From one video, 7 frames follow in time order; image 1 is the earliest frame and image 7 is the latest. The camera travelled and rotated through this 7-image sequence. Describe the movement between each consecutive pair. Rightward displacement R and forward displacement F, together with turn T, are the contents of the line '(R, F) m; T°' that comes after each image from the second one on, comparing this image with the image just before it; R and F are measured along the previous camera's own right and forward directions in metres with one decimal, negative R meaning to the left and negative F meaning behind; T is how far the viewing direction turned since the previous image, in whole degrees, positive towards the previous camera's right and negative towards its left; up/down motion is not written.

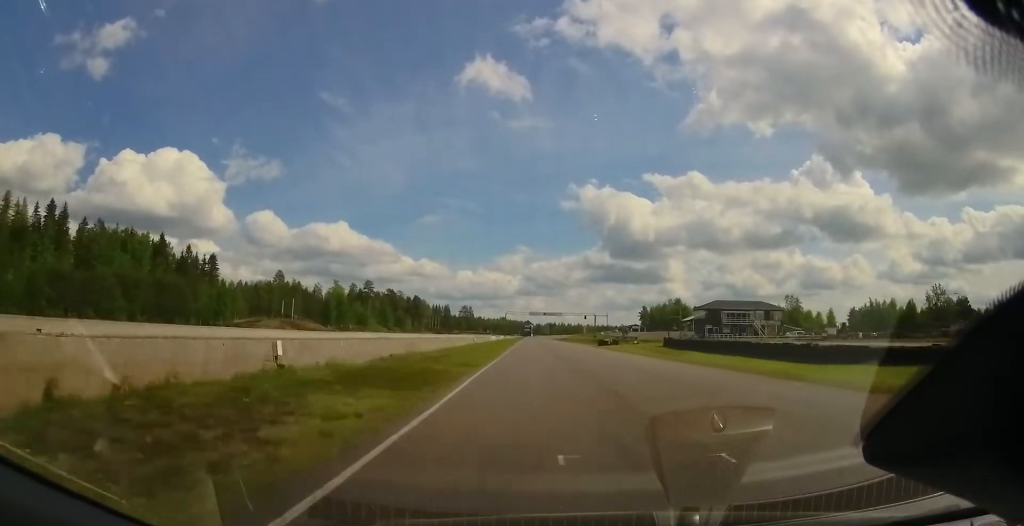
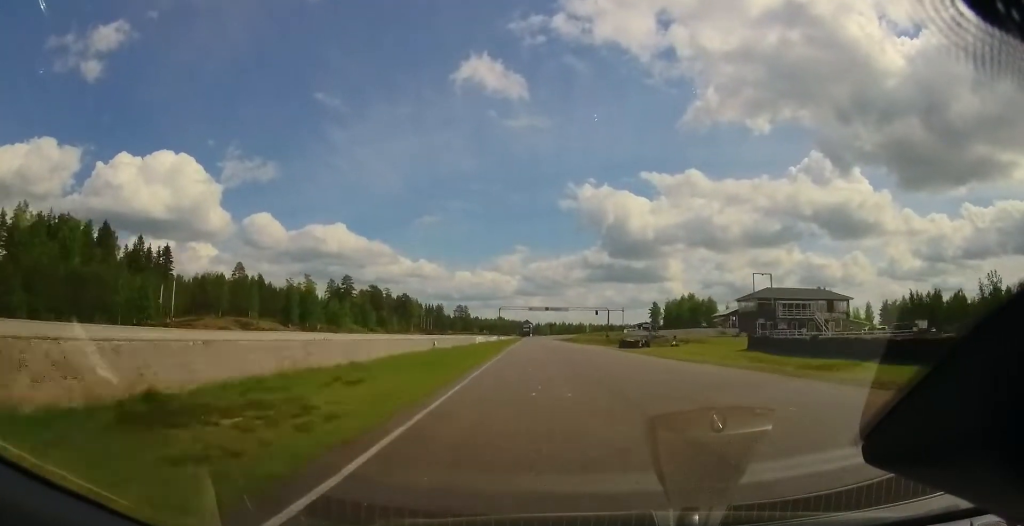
(0.0, +28.1) m; 0°
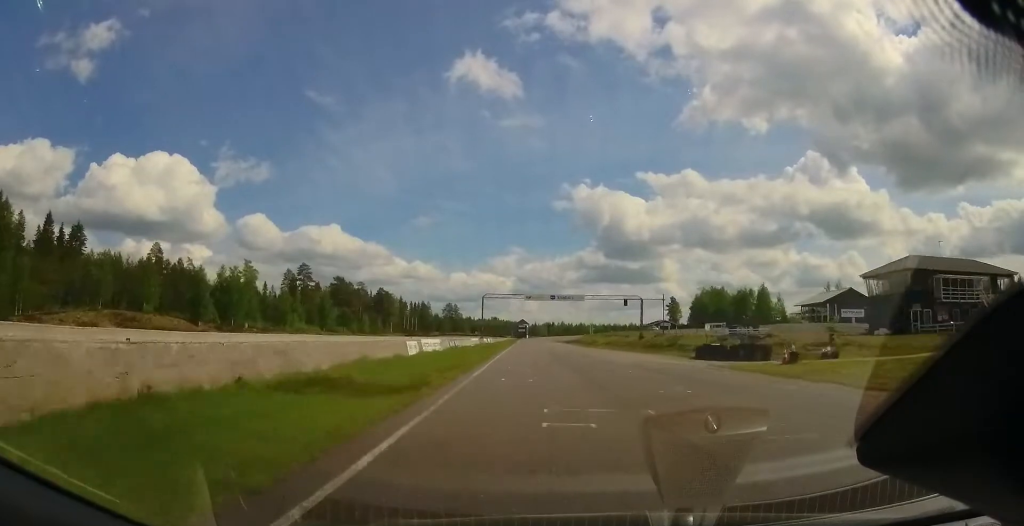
(+0.1, +42.0) m; +1°
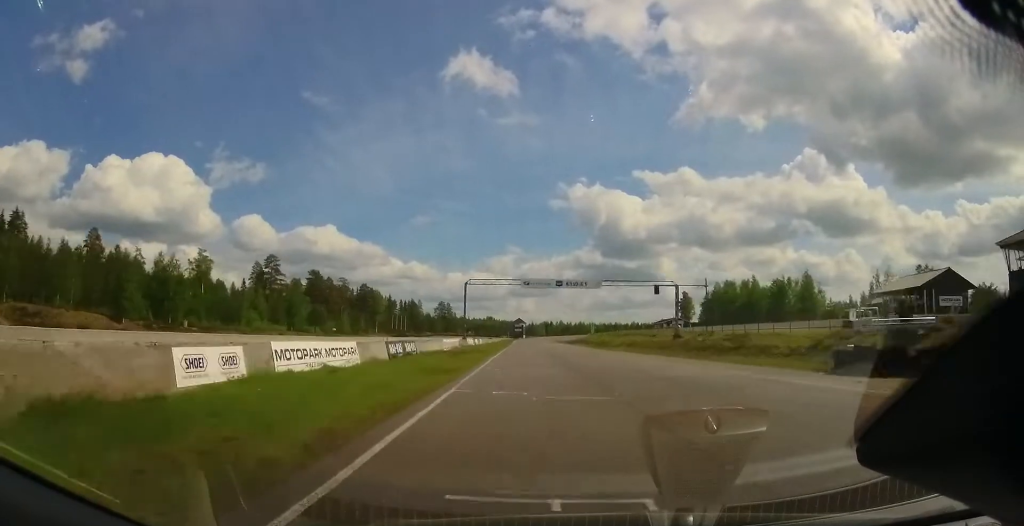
(+0.3, +23.2) m; 0°
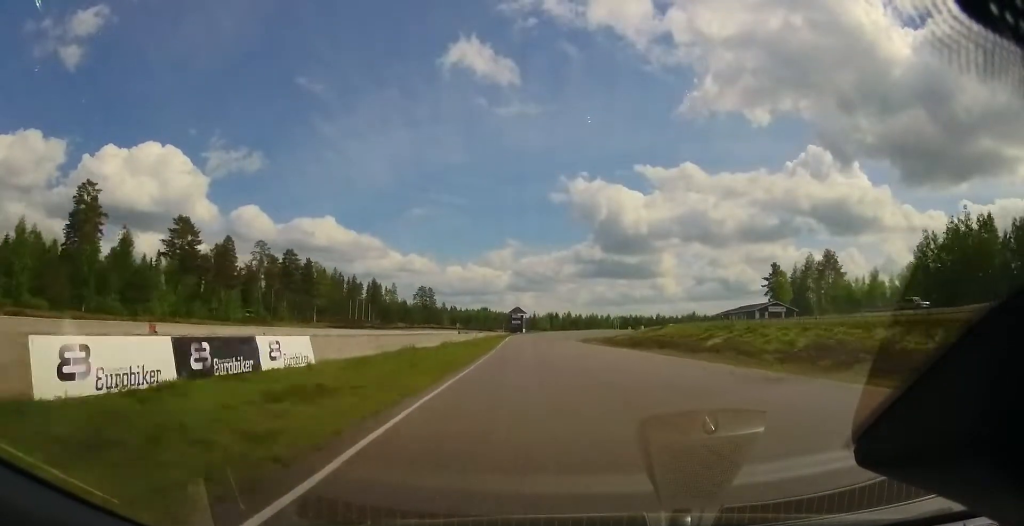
(-0.4, +79.7) m; 0°
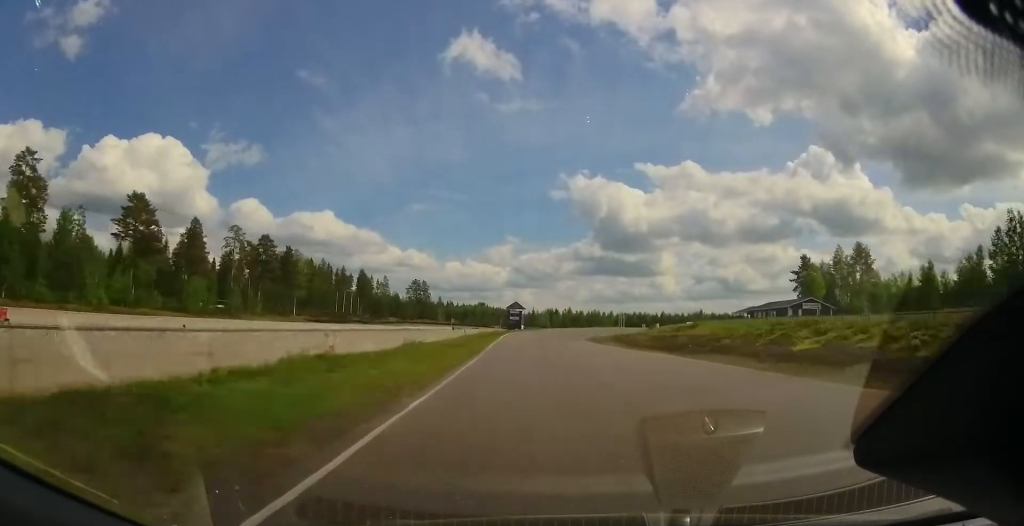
(0.0, +15.8) m; 0°
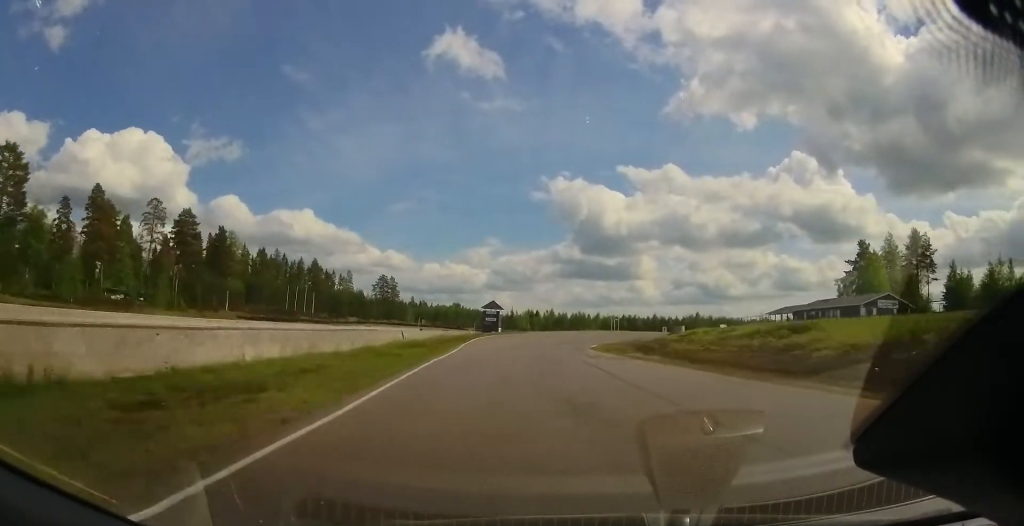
(0.0, +30.3) m; +1°
